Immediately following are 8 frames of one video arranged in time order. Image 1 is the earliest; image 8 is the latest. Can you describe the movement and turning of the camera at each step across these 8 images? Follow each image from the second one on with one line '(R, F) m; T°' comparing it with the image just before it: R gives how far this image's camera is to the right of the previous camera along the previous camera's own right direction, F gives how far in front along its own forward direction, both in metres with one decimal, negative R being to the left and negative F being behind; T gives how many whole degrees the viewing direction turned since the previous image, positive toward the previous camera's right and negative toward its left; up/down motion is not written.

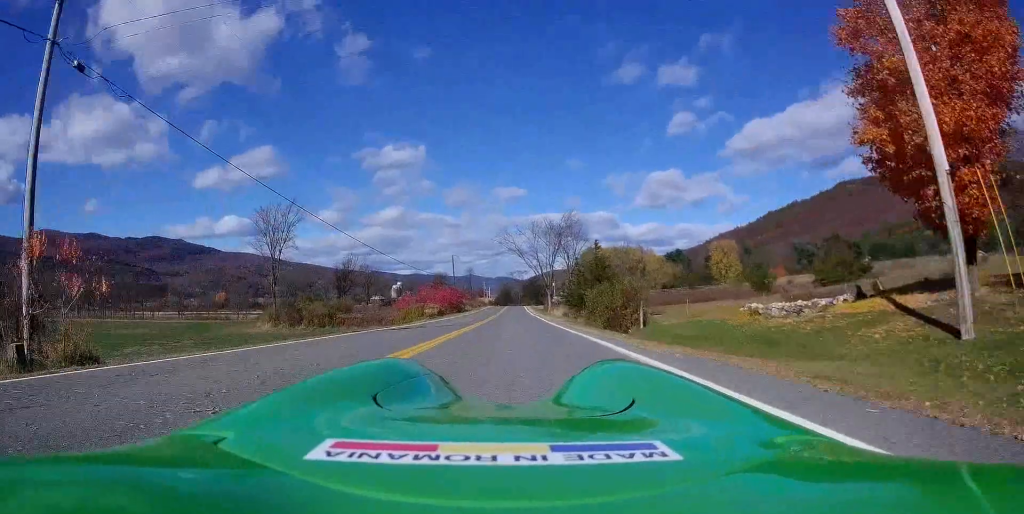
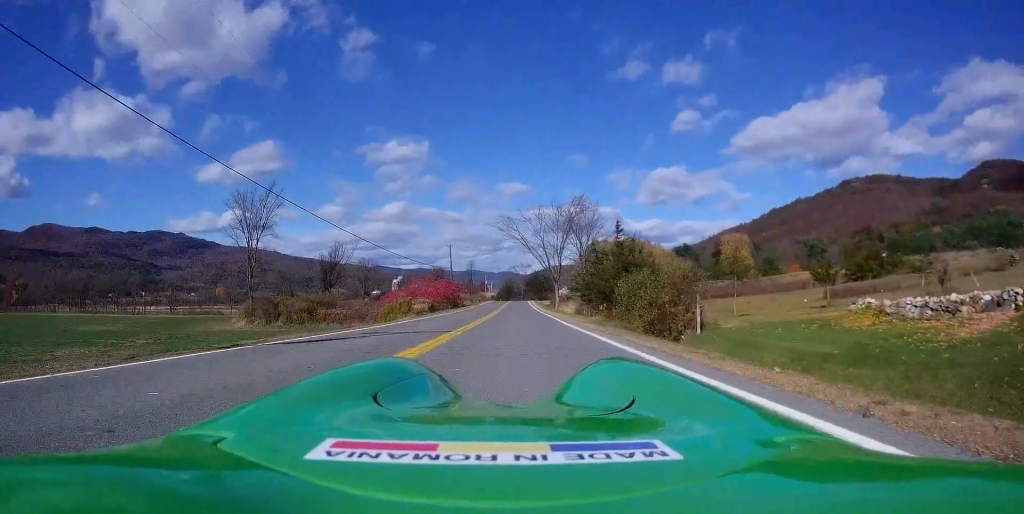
(-0.2, +9.2) m; -2°
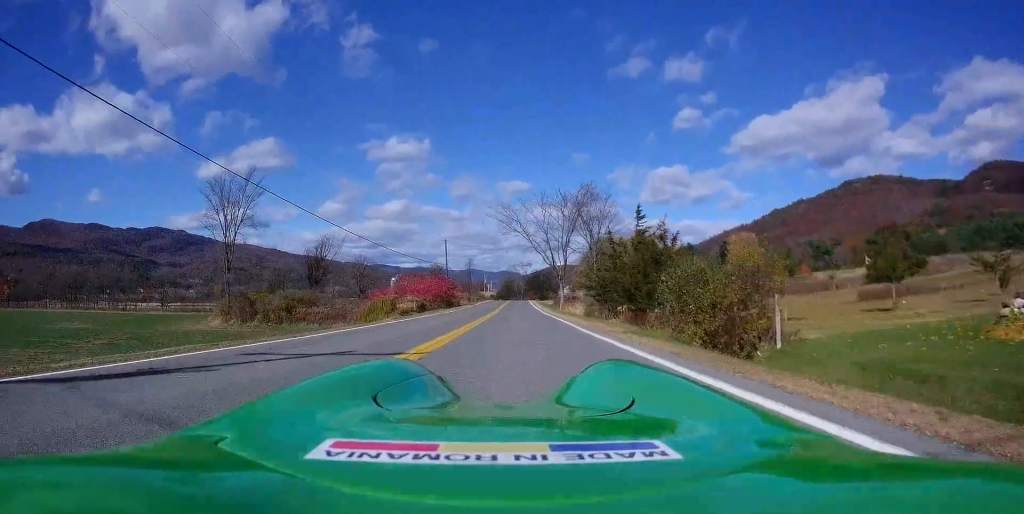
(-0.1, +6.7) m; -1°
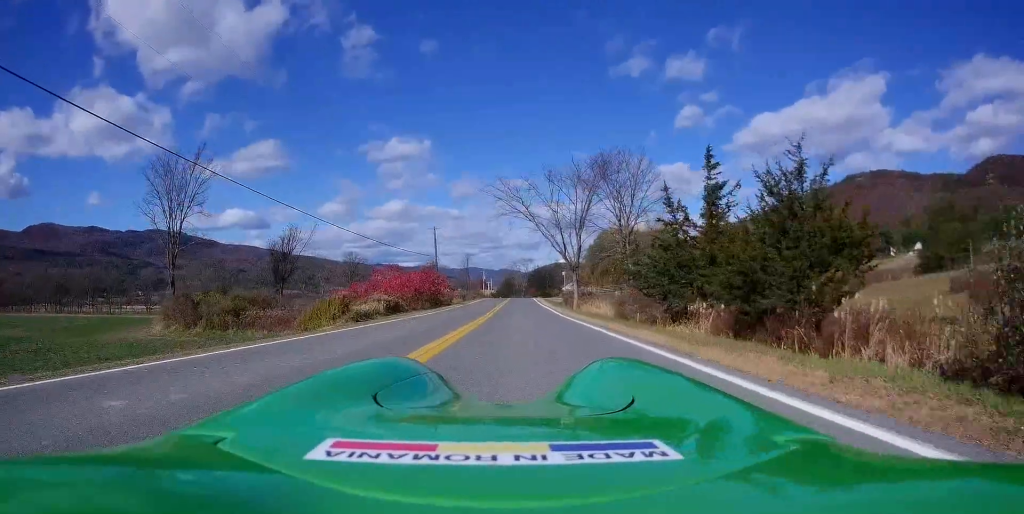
(0.0, +12.6) m; +1°
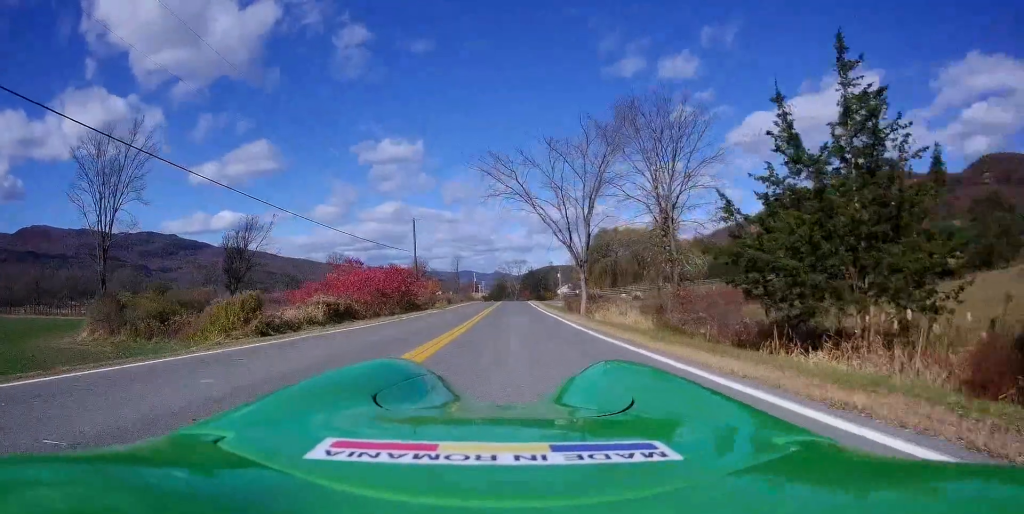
(+0.2, +10.6) m; +2°
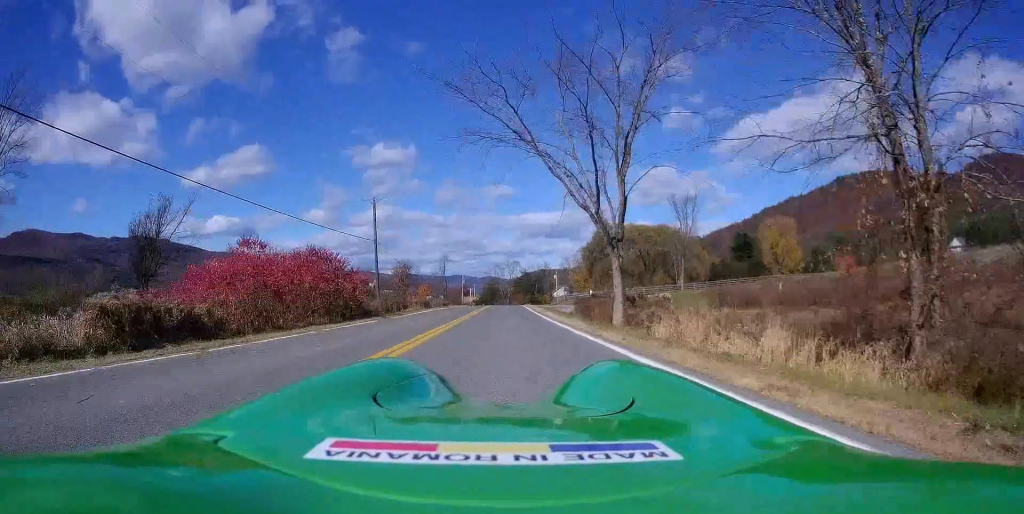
(+0.3, +15.5) m; 0°
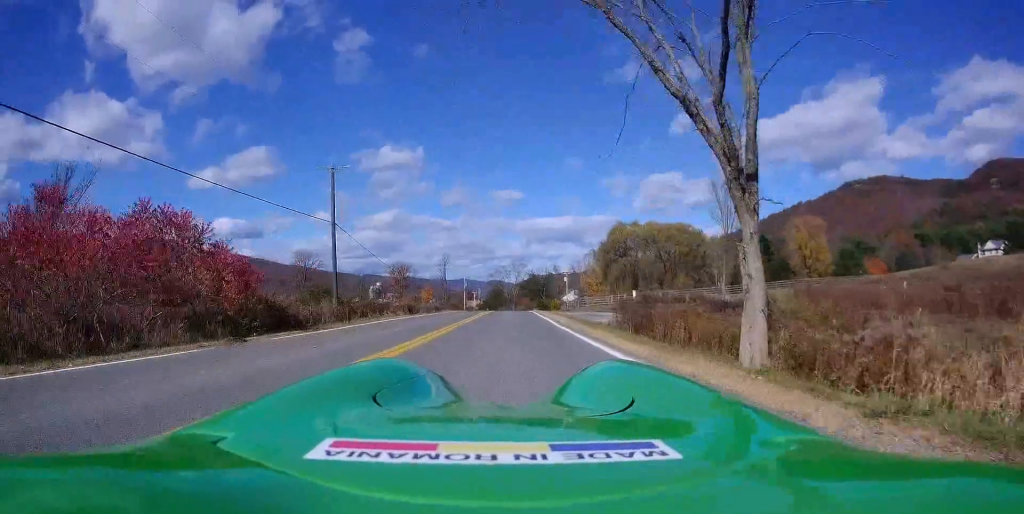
(-0.4, +13.6) m; -2°
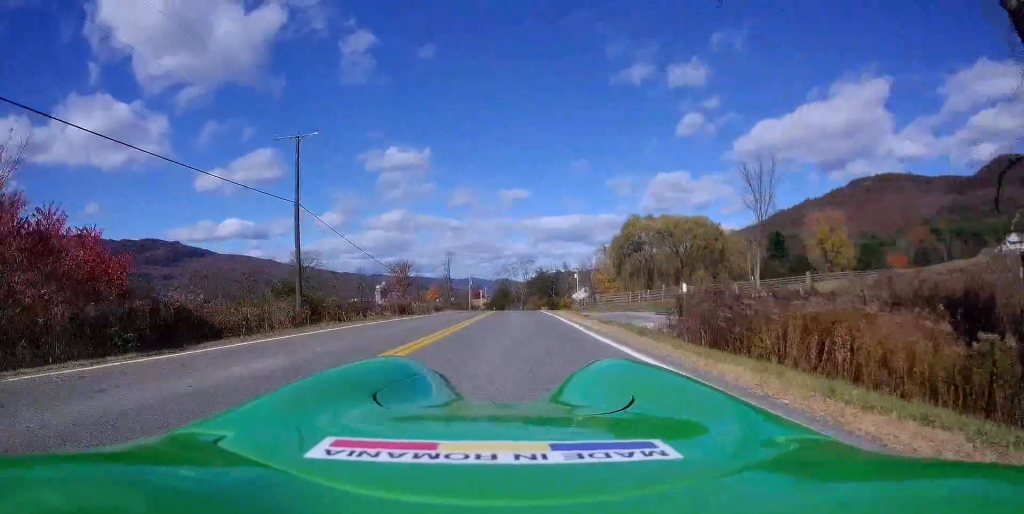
(-0.1, +7.9) m; +2°
